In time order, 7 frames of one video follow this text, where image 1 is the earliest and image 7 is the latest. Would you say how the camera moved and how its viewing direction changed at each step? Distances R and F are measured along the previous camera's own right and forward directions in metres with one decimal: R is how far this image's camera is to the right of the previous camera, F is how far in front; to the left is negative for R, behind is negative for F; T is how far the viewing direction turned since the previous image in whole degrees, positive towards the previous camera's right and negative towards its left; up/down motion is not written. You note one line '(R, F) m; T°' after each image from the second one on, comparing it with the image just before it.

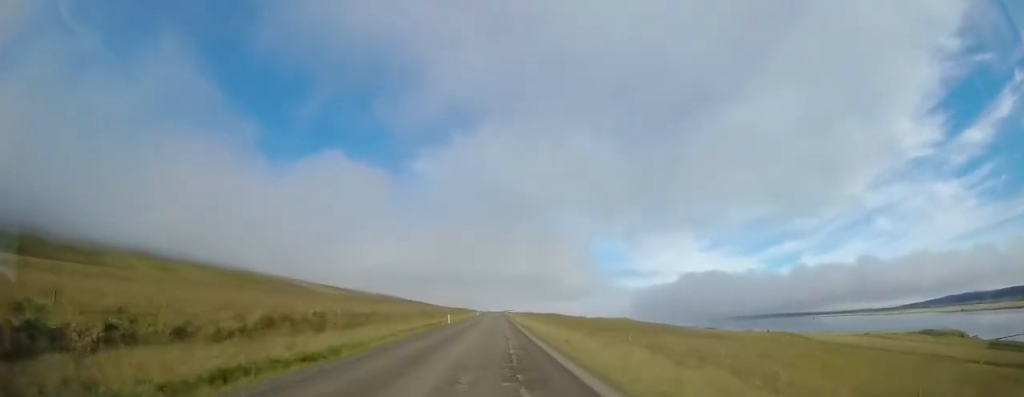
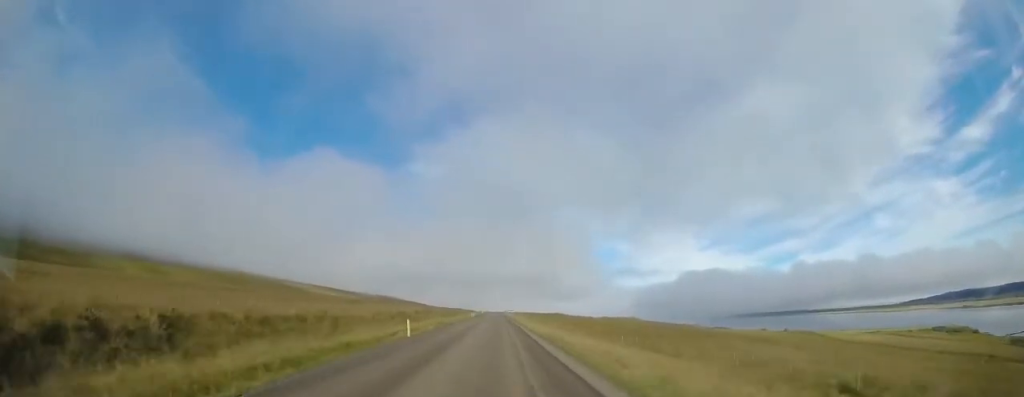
(+0.1, +17.7) m; 0°
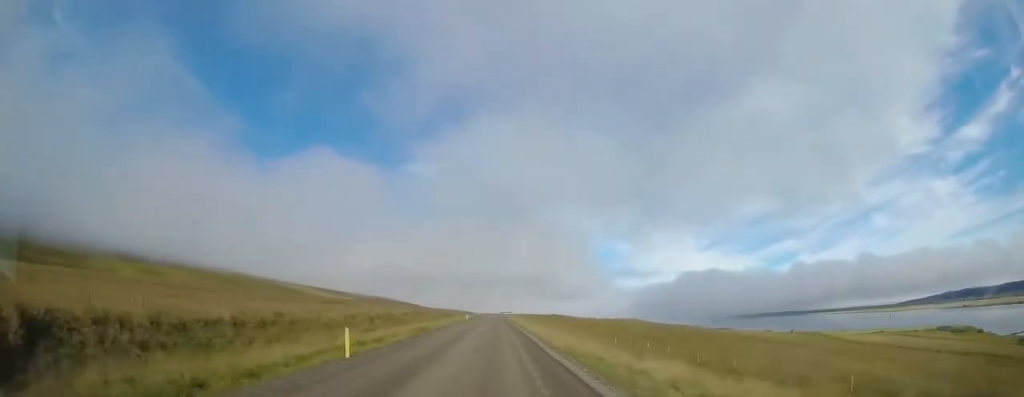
(+0.1, +8.1) m; 0°
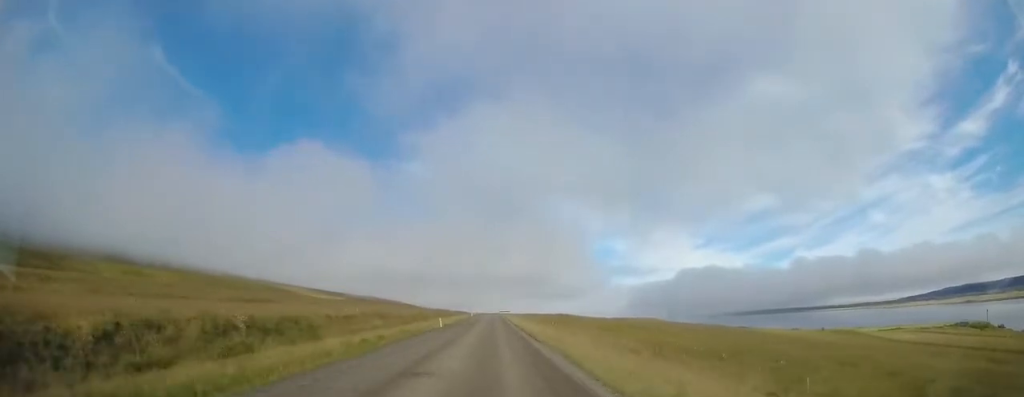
(-0.1, +27.2) m; 0°
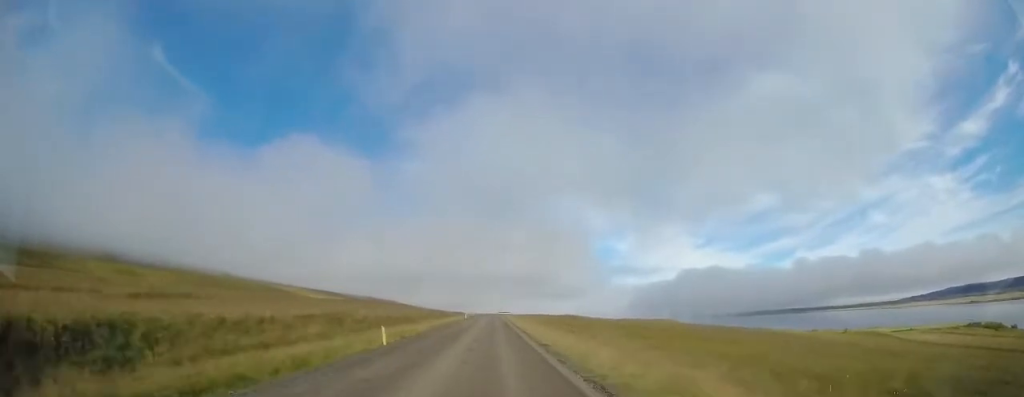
(+0.1, +17.2) m; 0°
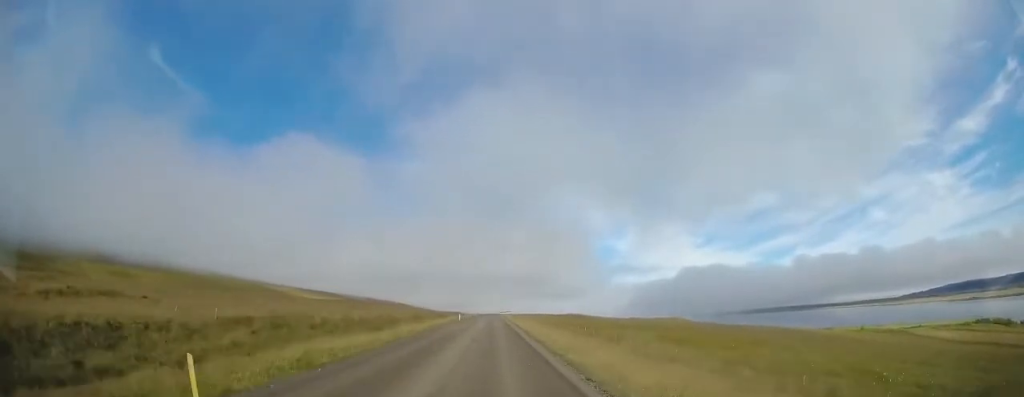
(0.0, +11.1) m; 0°
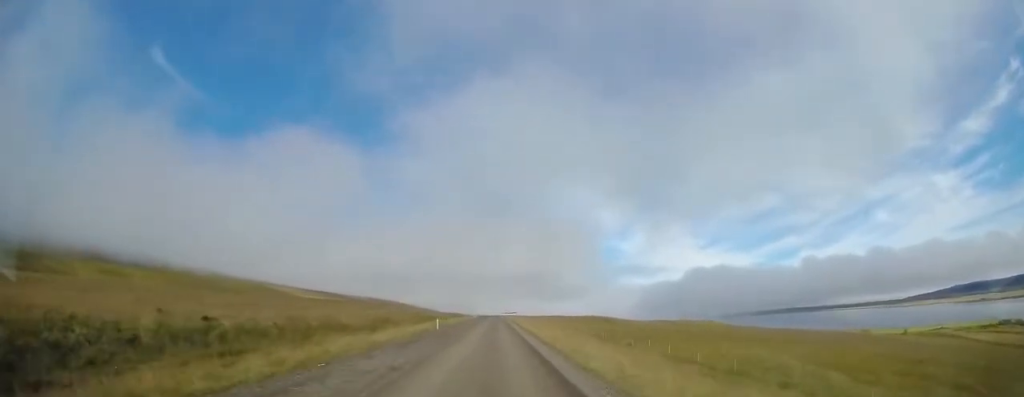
(0.0, +24.6) m; 0°
